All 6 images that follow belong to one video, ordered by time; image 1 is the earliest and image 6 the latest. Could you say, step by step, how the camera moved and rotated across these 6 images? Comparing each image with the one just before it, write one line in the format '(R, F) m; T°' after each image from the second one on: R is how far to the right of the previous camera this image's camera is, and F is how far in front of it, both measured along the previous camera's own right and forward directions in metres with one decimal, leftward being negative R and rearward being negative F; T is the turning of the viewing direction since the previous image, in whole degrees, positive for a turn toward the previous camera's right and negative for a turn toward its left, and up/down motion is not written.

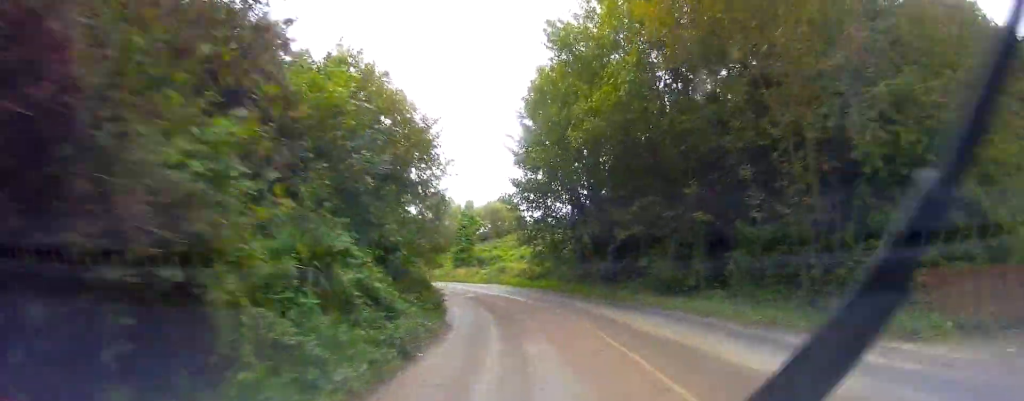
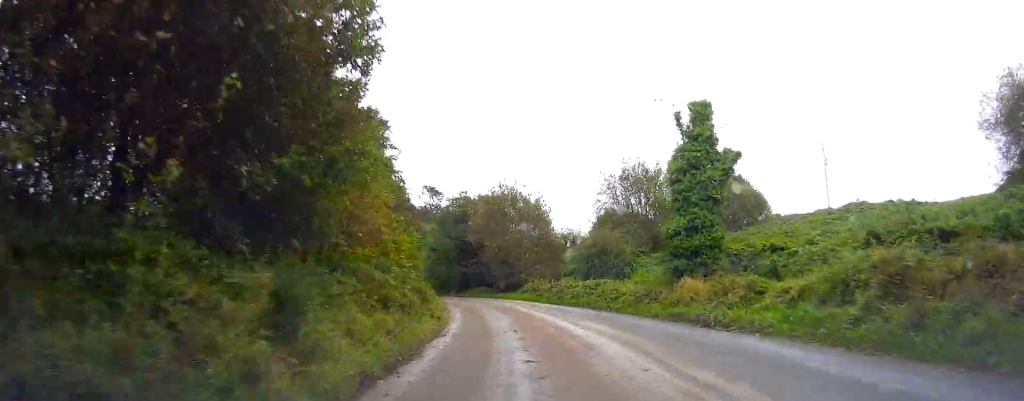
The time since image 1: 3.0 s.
(-10.7, +40.1) m; -12°
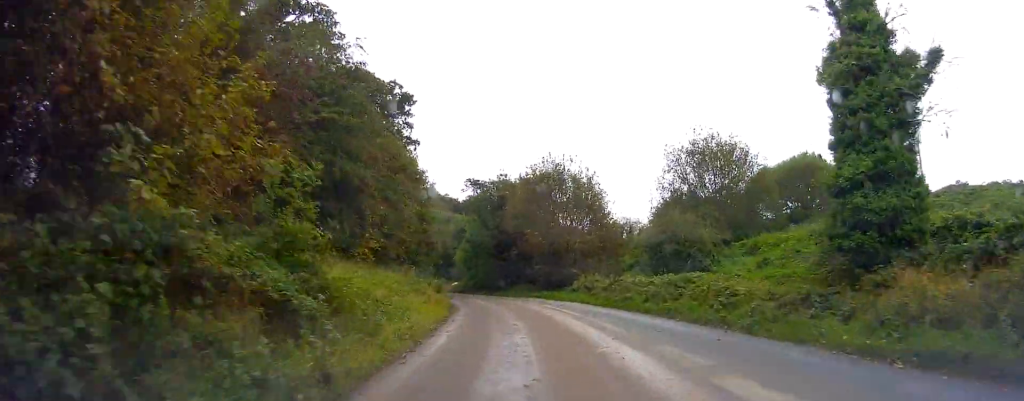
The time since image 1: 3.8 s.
(-0.7, +11.4) m; -13°
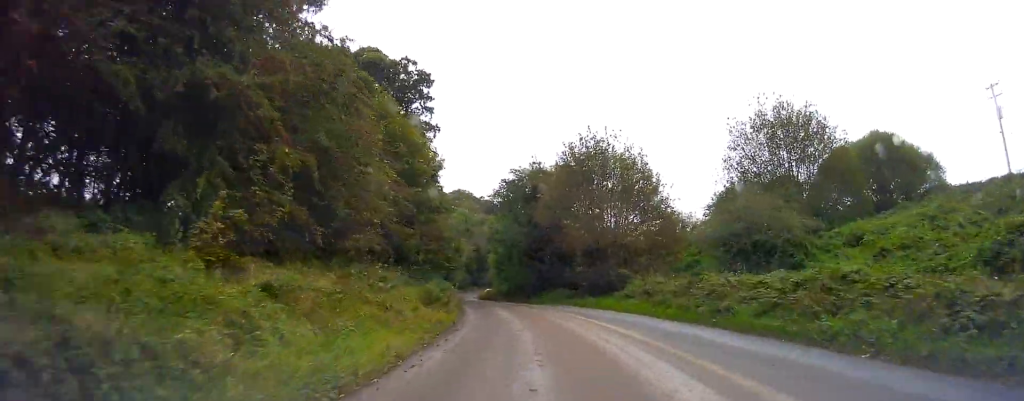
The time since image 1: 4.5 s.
(-1.2, +8.0) m; -24°
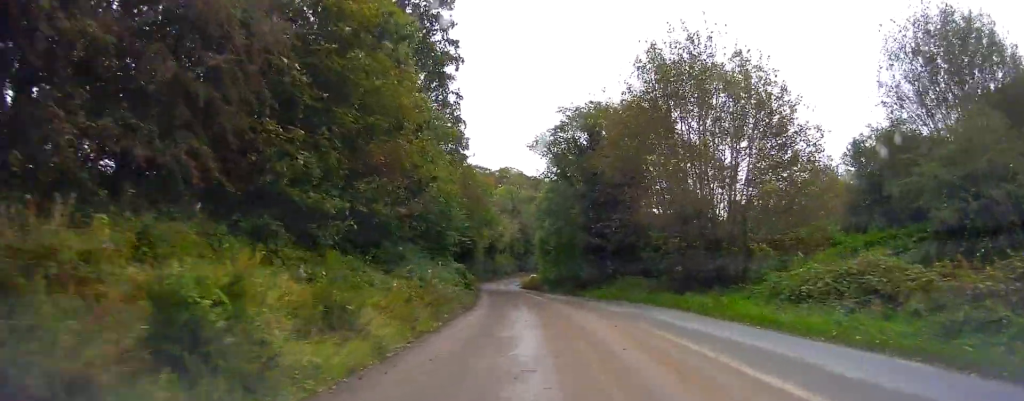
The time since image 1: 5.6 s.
(-6.0, +12.1) m; -7°
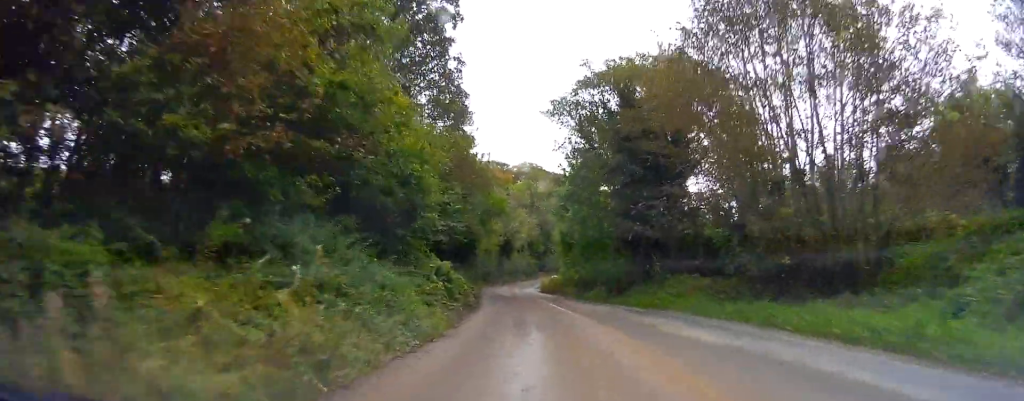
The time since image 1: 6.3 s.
(-1.1, +6.6) m; +20°
